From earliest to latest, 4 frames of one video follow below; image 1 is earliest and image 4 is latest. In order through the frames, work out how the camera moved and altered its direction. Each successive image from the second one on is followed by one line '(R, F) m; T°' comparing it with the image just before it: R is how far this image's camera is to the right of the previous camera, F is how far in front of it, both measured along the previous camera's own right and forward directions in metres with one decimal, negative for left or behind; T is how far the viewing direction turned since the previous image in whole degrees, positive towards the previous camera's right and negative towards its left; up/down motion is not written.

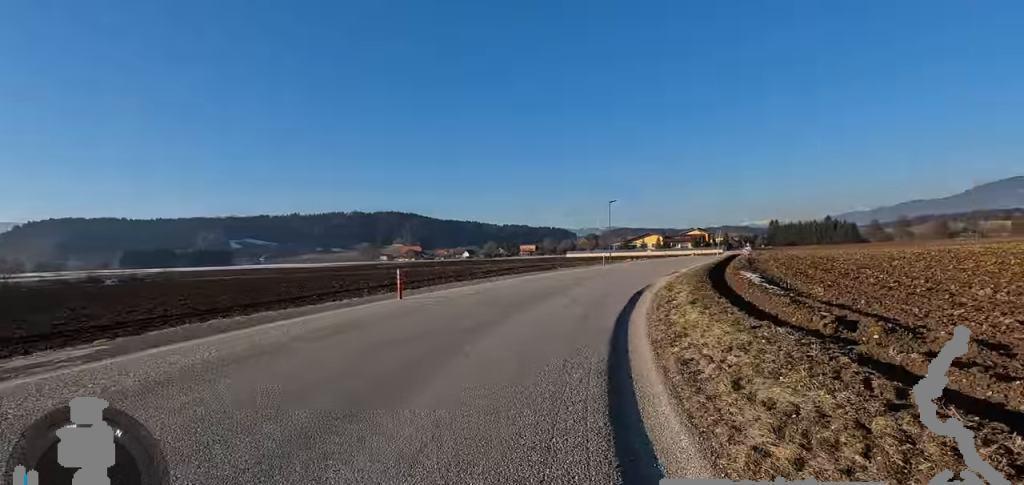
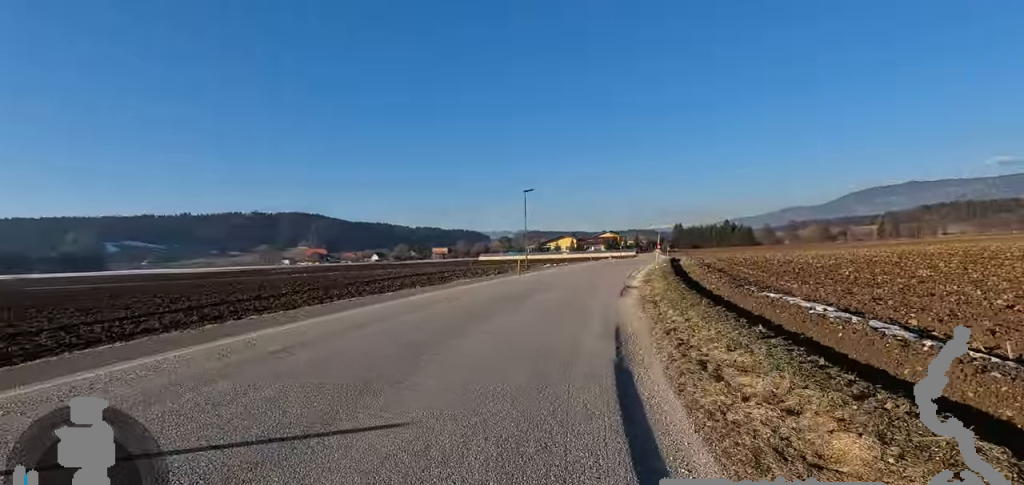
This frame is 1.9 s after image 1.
(+1.2, +9.7) m; +9°
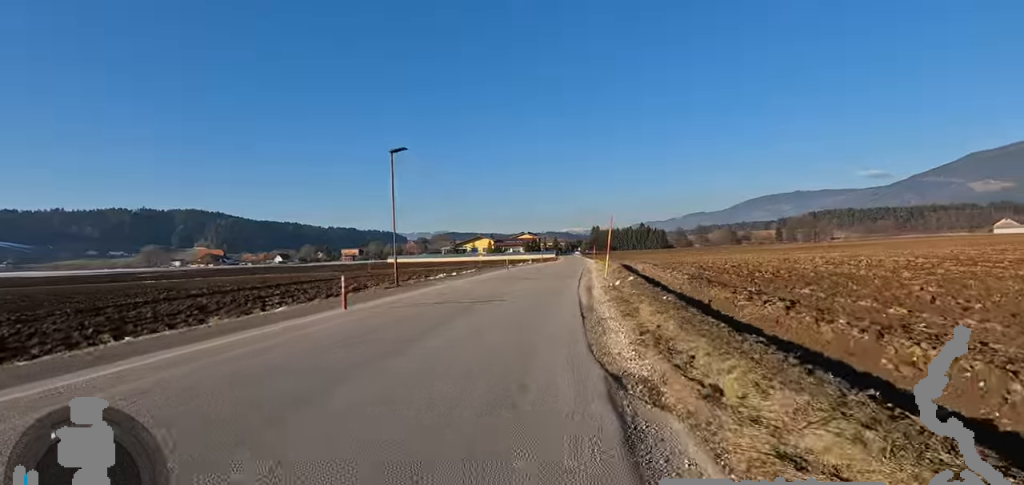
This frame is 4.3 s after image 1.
(+1.5, +12.0) m; +11°
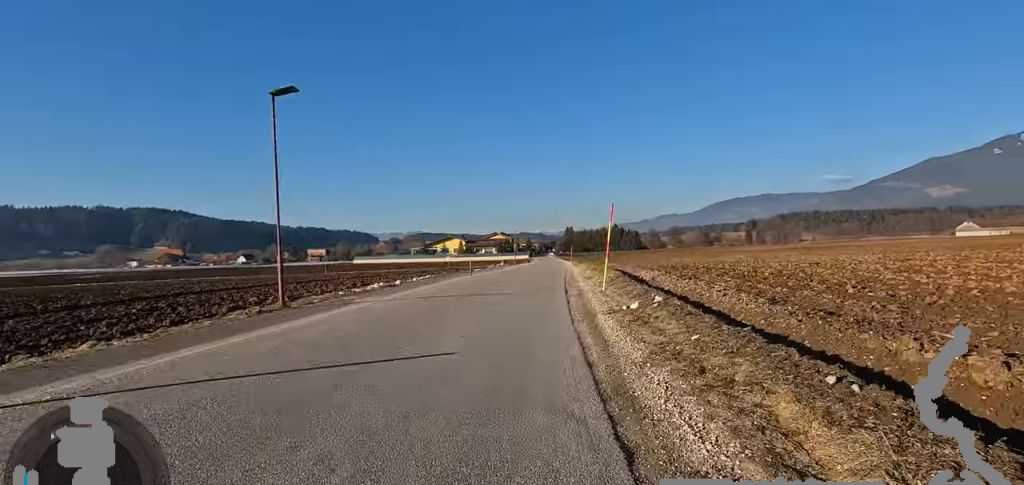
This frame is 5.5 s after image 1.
(+0.2, +6.3) m; +2°
